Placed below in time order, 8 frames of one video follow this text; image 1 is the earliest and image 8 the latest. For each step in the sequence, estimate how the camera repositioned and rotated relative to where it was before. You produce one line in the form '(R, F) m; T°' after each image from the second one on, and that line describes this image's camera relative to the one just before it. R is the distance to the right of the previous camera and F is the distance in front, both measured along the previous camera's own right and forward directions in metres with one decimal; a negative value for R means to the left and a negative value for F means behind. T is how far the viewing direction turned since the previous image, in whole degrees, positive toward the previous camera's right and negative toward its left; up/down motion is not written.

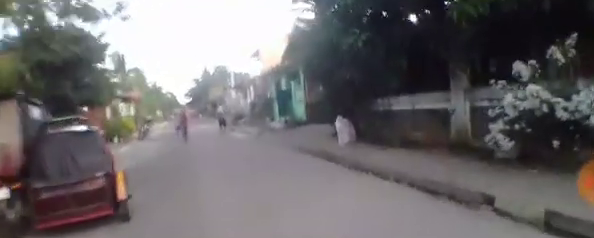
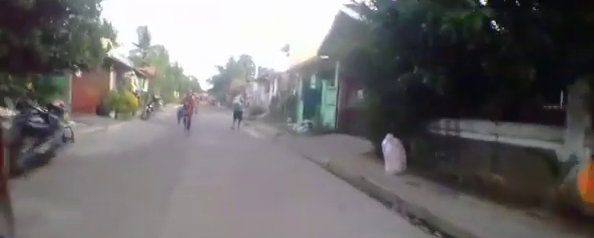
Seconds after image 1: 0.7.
(0.0, +2.2) m; -2°
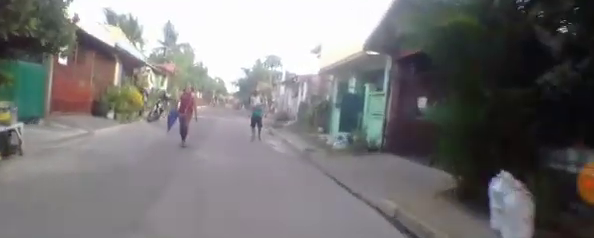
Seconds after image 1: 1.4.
(-0.1, +2.7) m; -3°
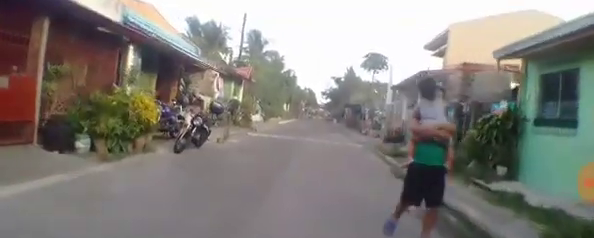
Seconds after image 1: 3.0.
(-0.4, +7.6) m; -4°
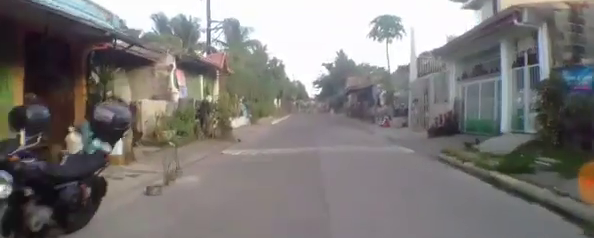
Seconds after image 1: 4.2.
(-0.1, +5.8) m; -5°
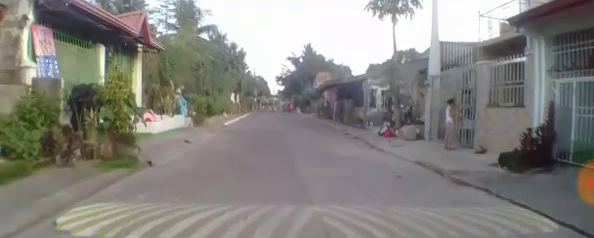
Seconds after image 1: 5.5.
(-0.4, +4.9) m; 0°
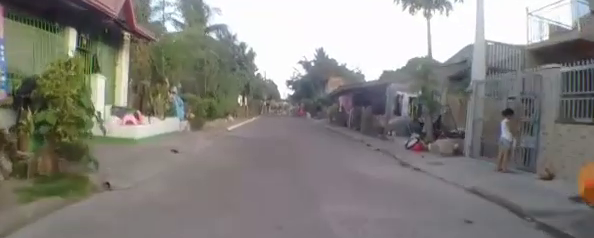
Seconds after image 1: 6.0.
(+0.2, +1.7) m; +3°
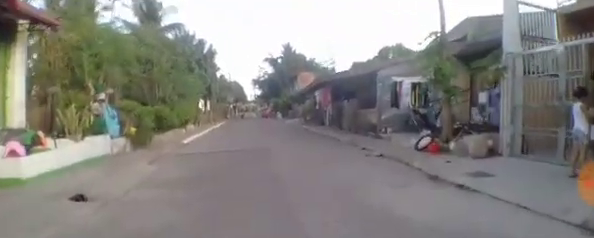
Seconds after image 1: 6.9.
(+0.2, +3.0) m; +3°
